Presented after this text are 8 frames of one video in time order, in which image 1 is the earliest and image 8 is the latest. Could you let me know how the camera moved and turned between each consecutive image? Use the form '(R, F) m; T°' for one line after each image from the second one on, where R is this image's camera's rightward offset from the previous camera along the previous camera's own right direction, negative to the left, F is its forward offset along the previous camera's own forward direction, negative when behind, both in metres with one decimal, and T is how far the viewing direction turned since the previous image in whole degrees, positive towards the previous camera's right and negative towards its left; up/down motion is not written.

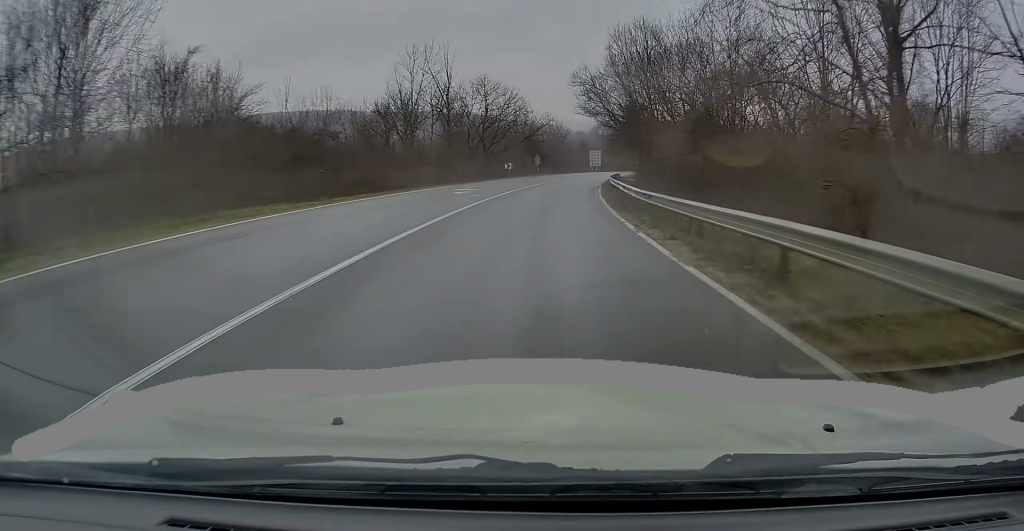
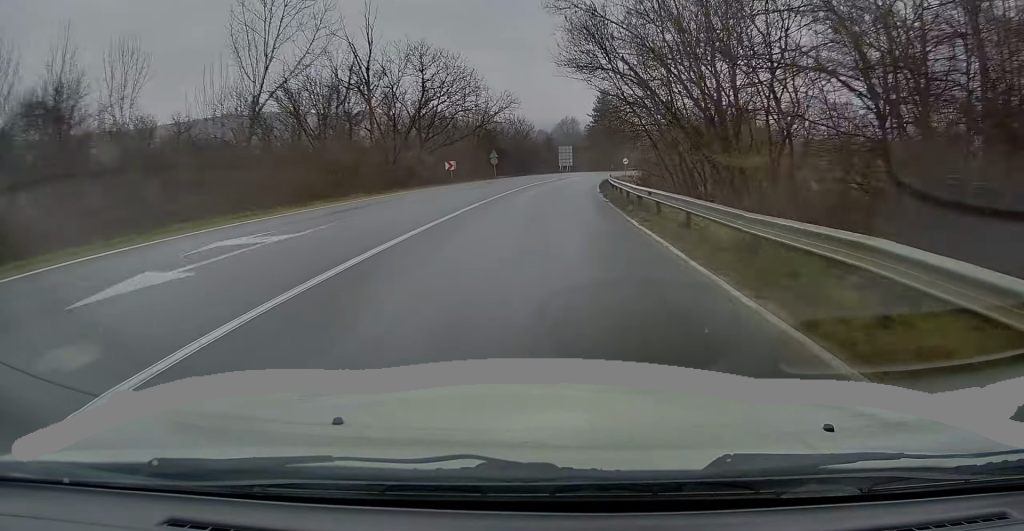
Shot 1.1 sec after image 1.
(+0.6, +22.1) m; +4°
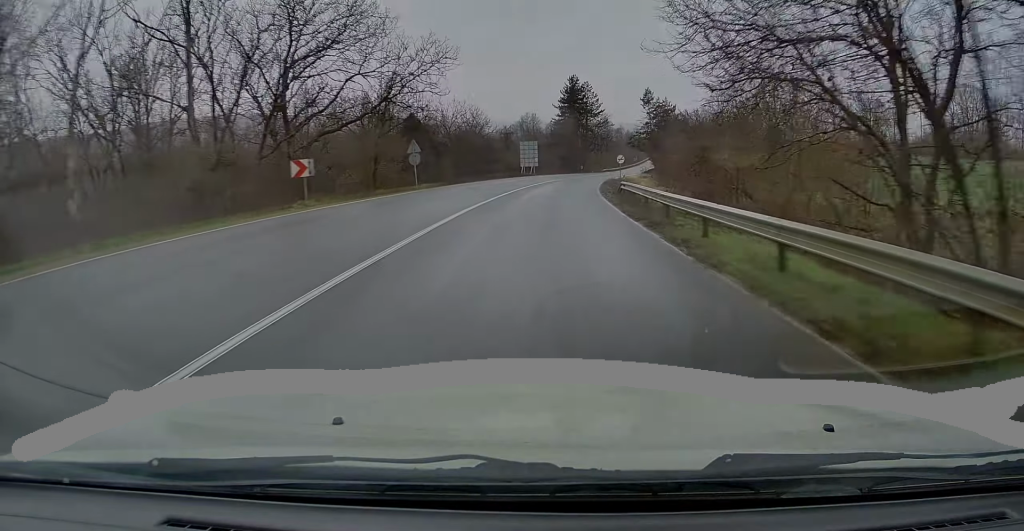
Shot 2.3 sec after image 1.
(+1.4, +24.8) m; +5°
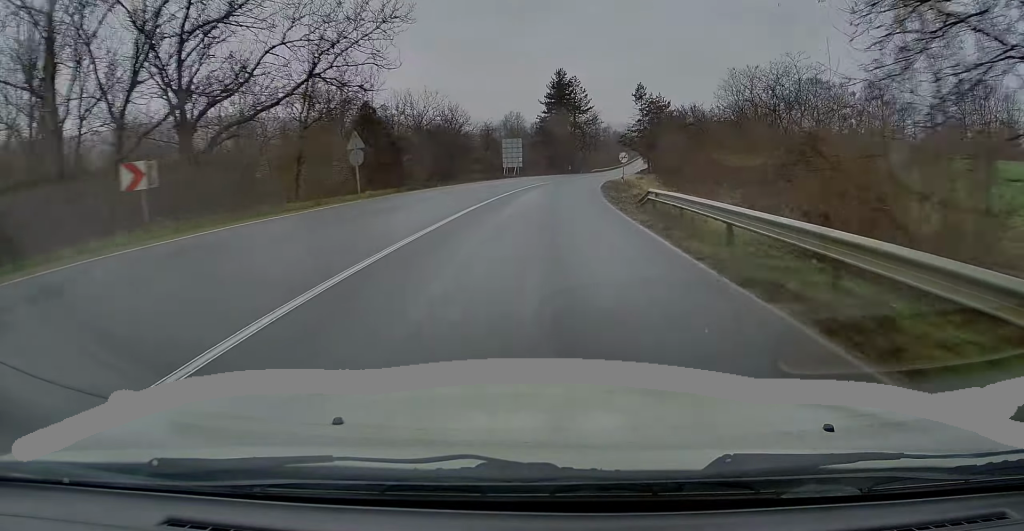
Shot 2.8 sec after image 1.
(+0.1, +9.5) m; +1°
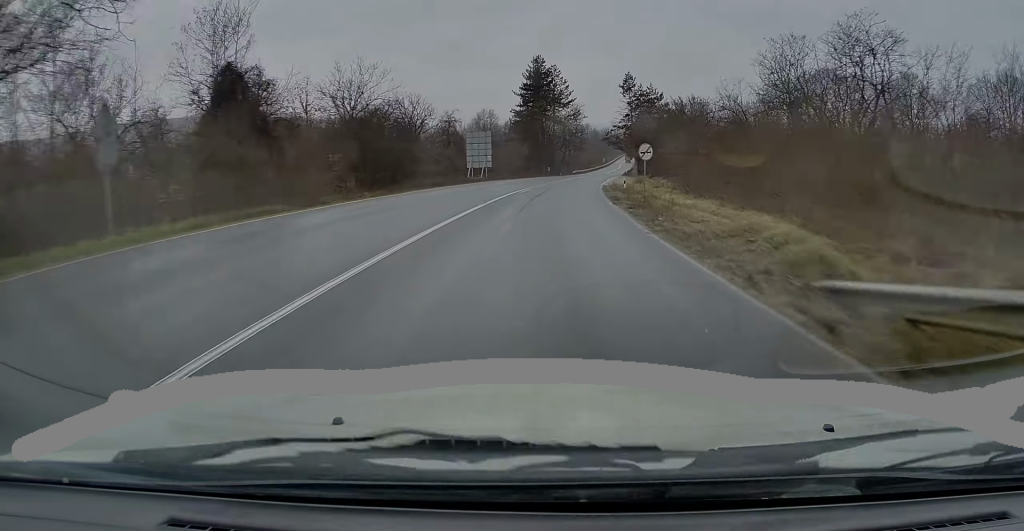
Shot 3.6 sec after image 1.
(0.0, +15.7) m; +2°
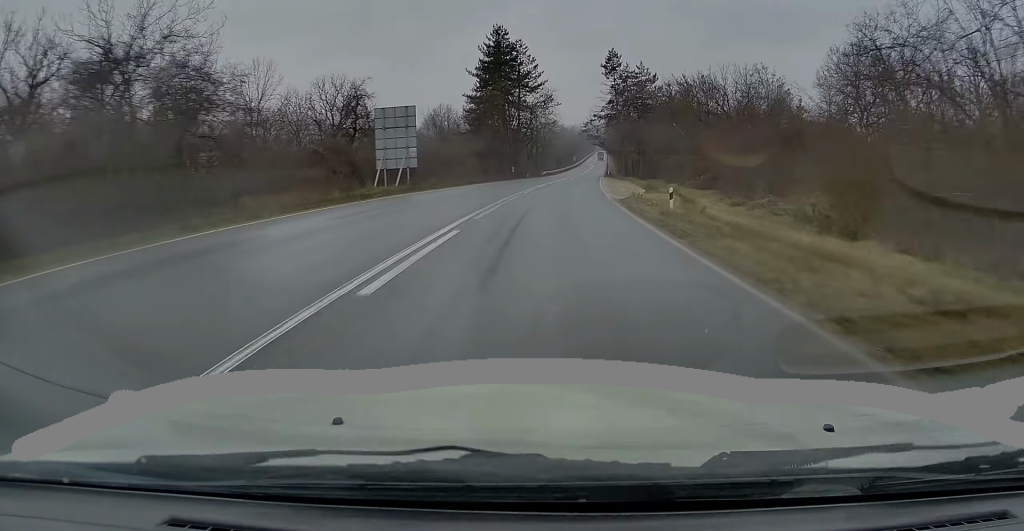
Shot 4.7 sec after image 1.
(+1.0, +23.4) m; +3°
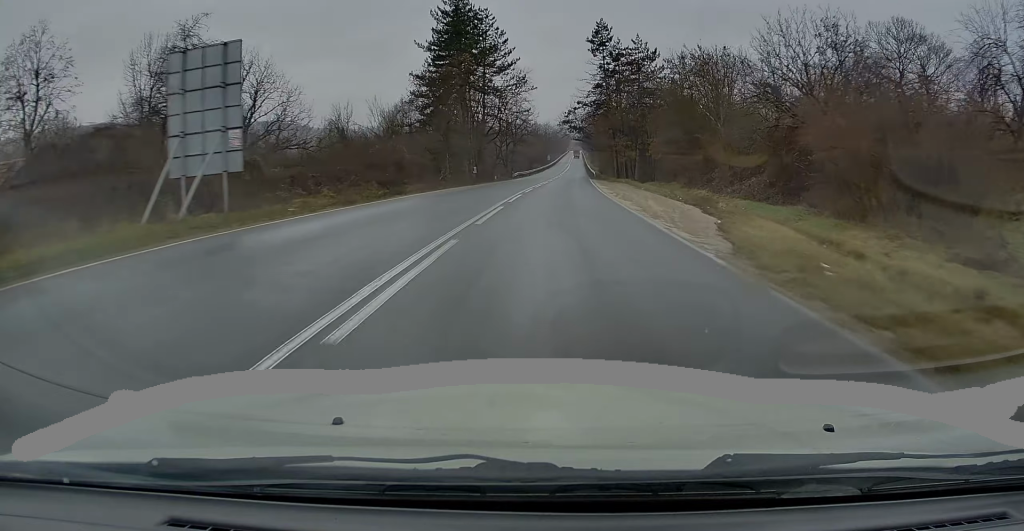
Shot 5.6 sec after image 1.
(0.0, +18.7) m; +2°
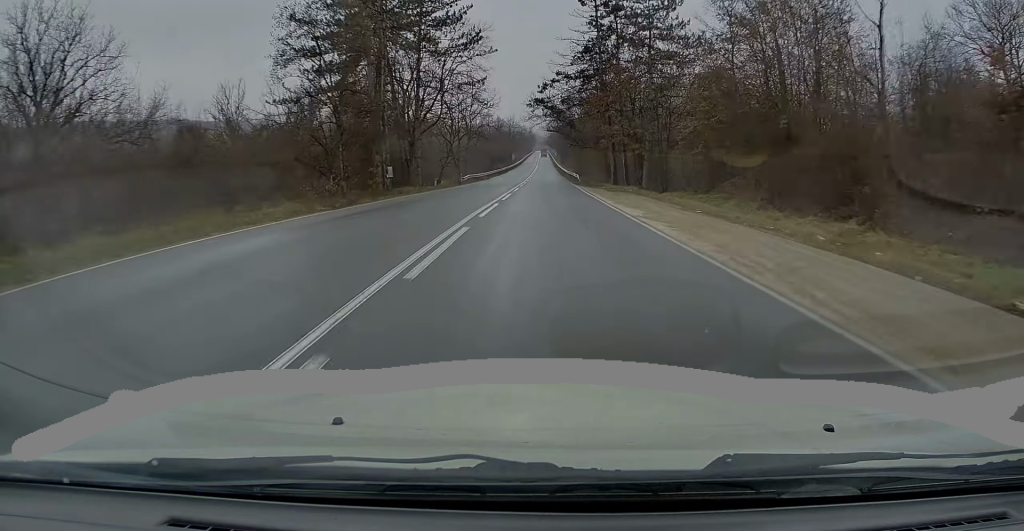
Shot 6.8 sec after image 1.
(+1.1, +24.3) m; +4°
